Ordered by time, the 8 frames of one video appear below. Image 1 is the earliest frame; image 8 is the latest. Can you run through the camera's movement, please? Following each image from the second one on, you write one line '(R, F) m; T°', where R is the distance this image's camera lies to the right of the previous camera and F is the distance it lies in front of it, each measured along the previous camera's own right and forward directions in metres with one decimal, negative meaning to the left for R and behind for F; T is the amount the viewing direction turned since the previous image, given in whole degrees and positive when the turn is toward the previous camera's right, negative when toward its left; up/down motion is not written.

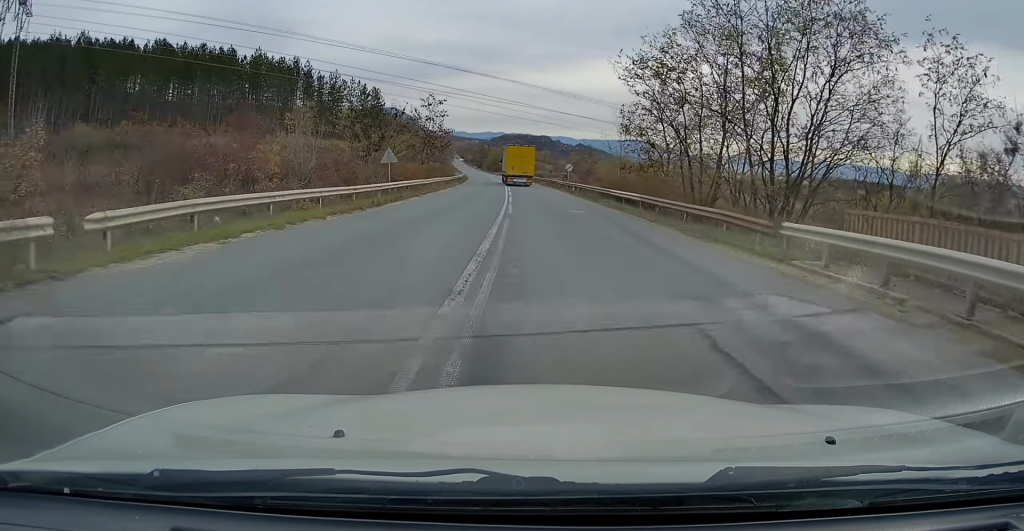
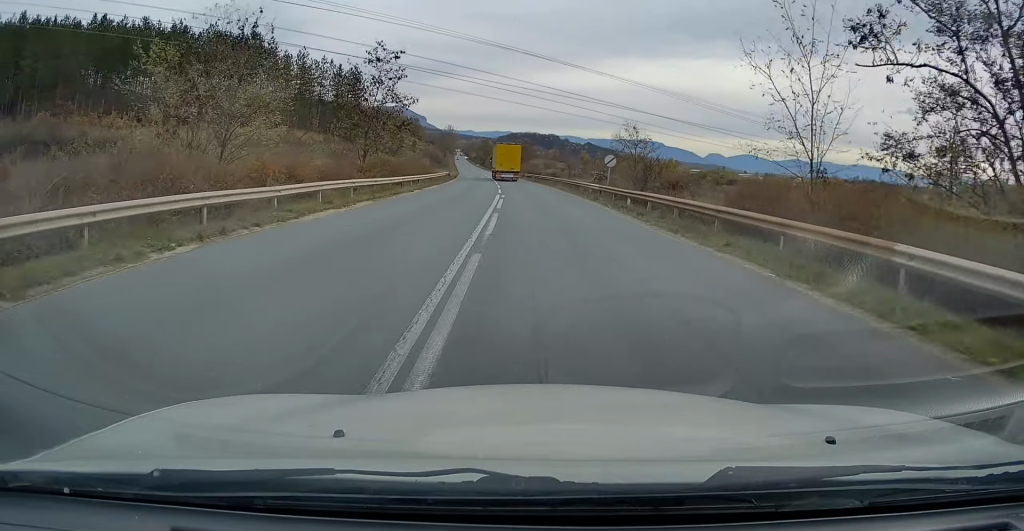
(-0.1, +26.3) m; -1°
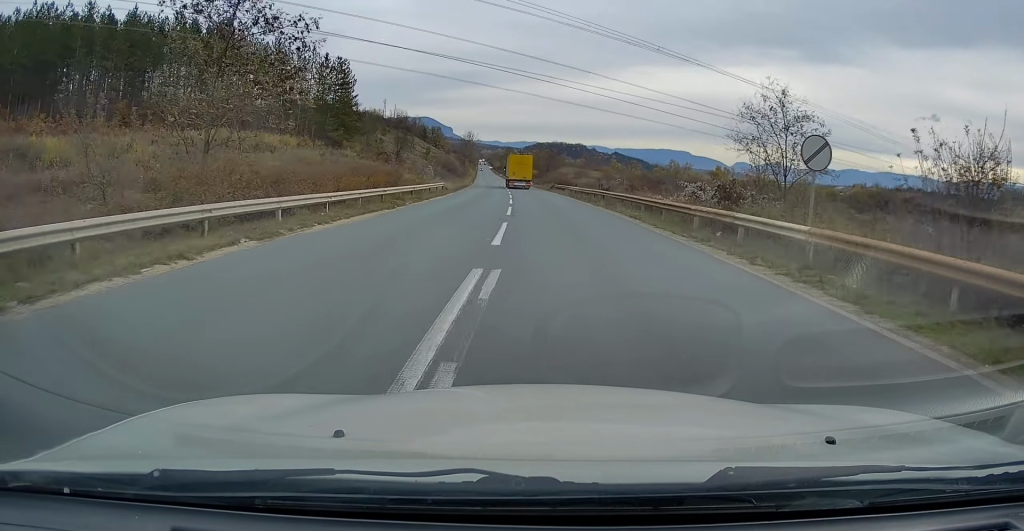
(-0.4, +23.6) m; -2°
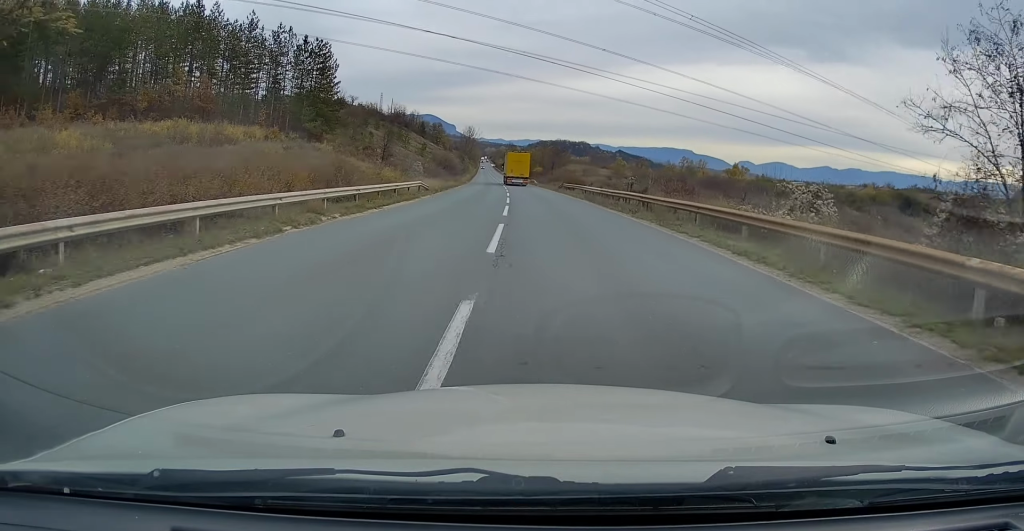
(-0.1, +11.7) m; -1°
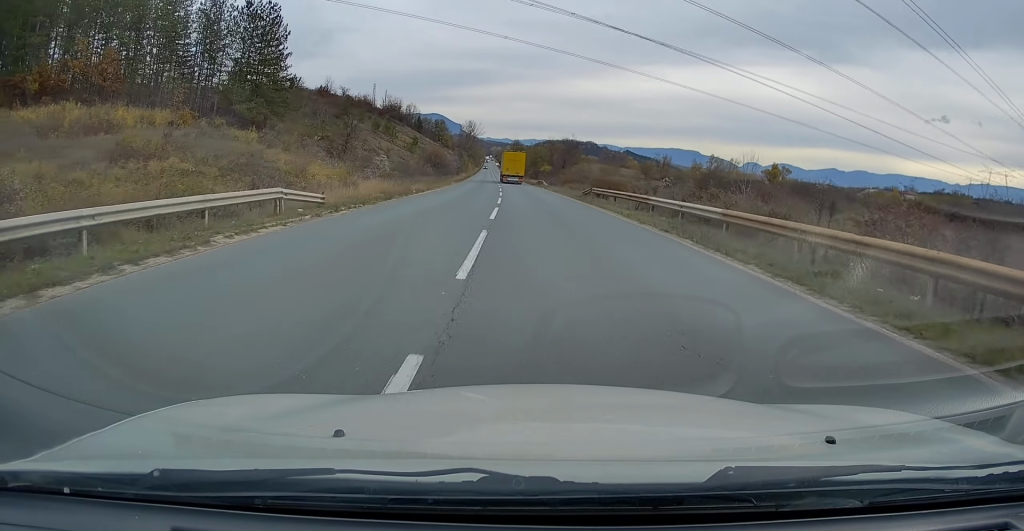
(-0.1, +22.2) m; 0°
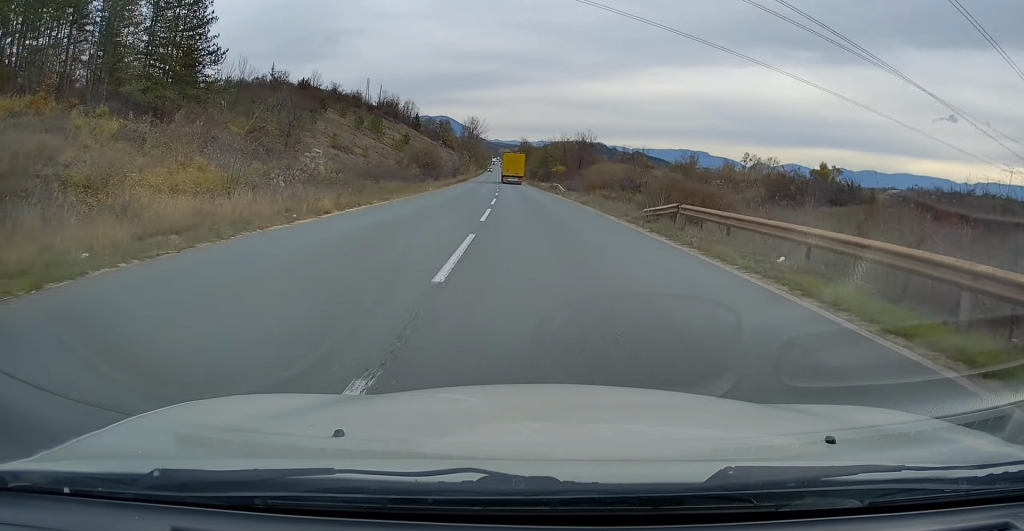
(0.0, +20.0) m; -1°
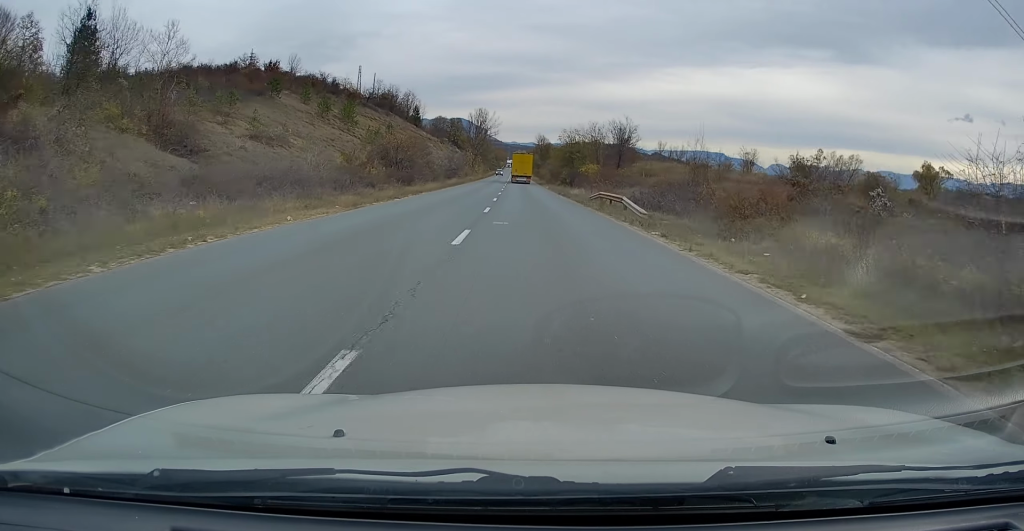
(-0.7, +29.1) m; -2°
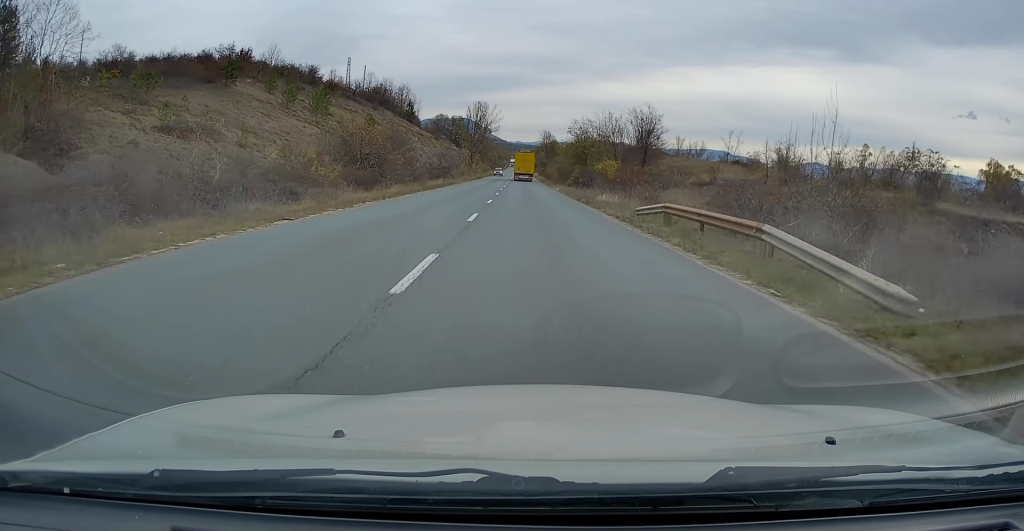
(-0.1, +14.7) m; 0°
